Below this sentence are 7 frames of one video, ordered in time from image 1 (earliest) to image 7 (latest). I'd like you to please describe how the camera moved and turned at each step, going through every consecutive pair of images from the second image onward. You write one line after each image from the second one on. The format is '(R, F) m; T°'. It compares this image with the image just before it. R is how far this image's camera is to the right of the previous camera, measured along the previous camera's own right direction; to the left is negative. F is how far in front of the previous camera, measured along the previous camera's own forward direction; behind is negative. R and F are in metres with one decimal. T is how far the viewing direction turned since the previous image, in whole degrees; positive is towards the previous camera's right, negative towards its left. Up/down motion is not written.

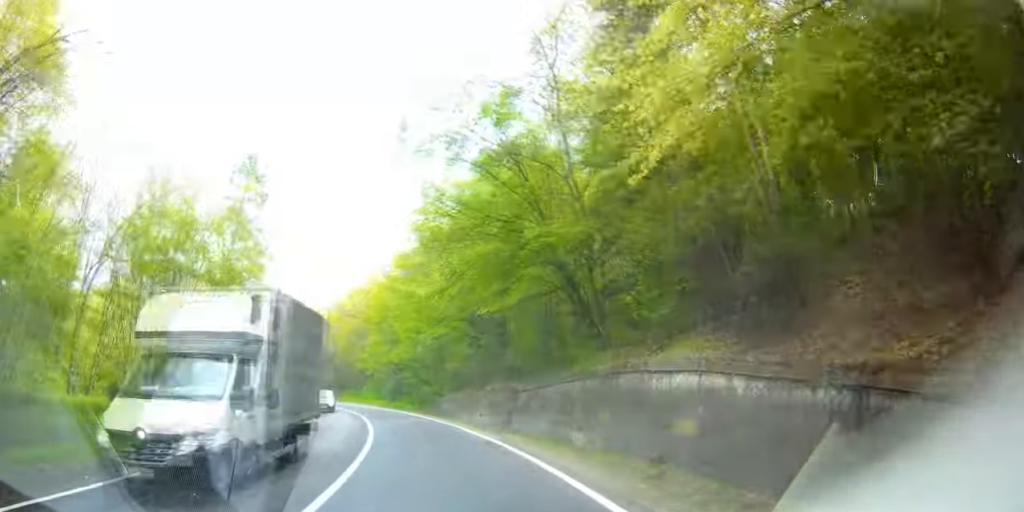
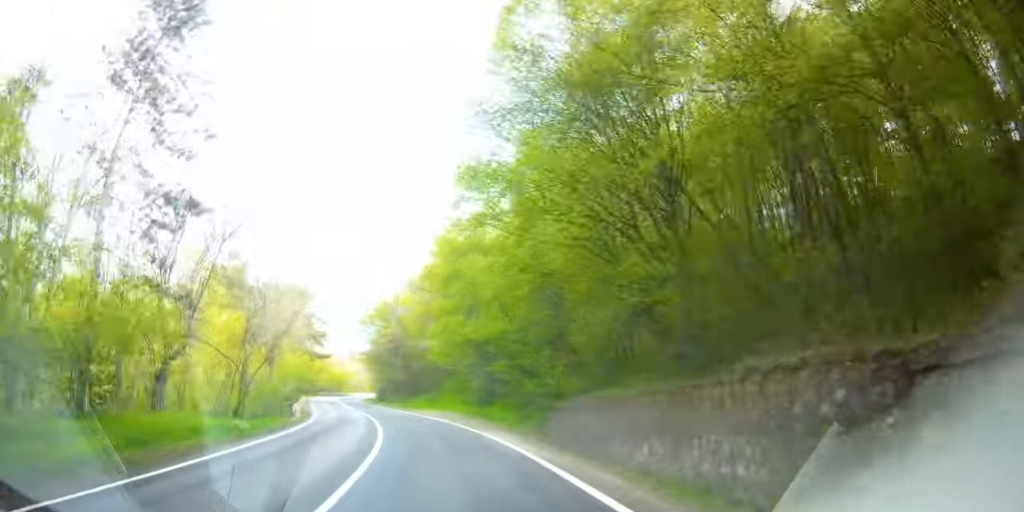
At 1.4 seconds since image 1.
(-1.9, +25.2) m; -10°
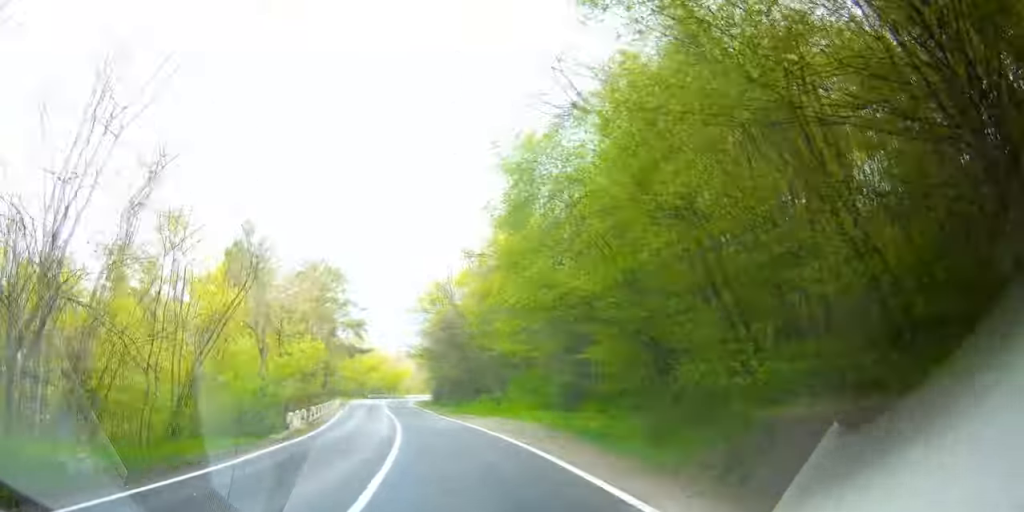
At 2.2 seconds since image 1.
(-0.5, +15.4) m; -9°
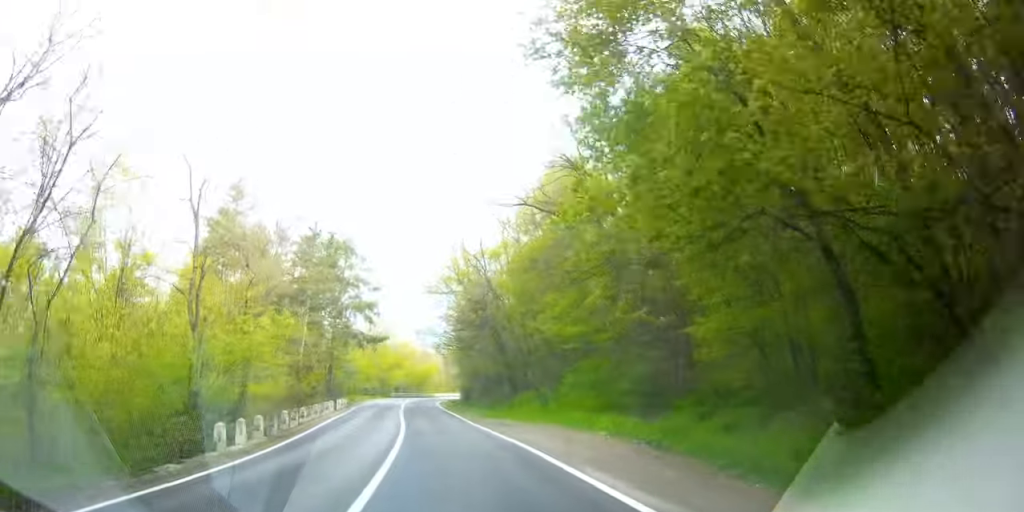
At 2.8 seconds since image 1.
(-1.5, +13.7) m; -5°
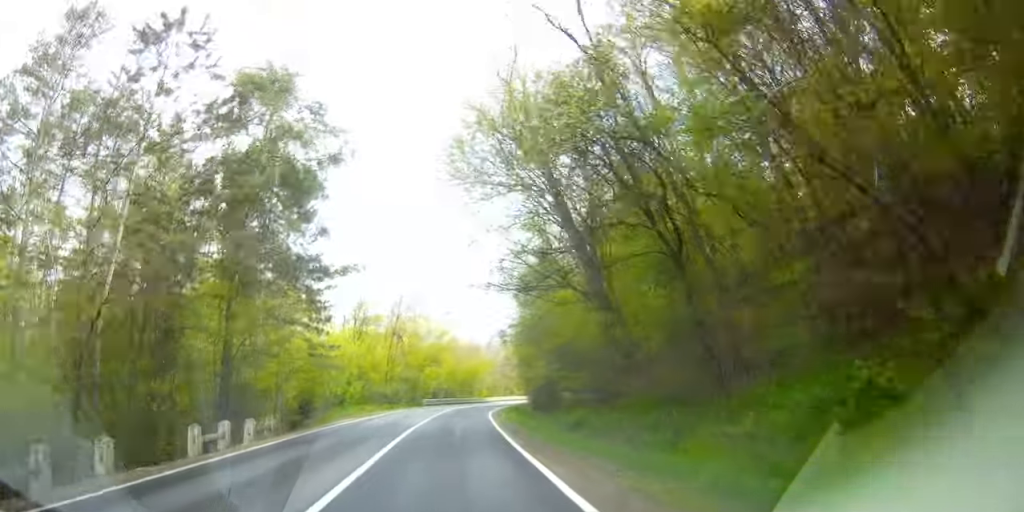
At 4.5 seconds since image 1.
(-2.7, +40.2) m; -4°
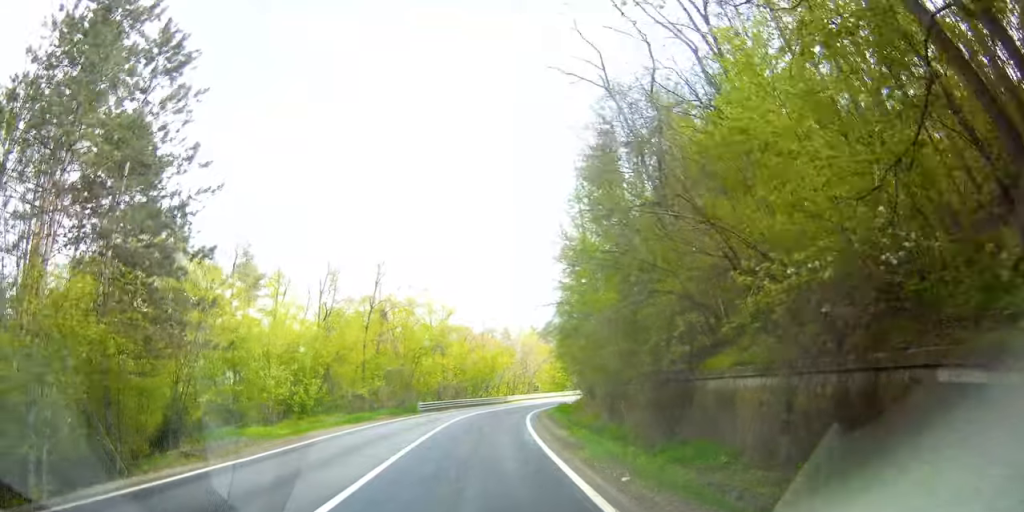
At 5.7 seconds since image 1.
(-0.2, +19.5) m; -1°
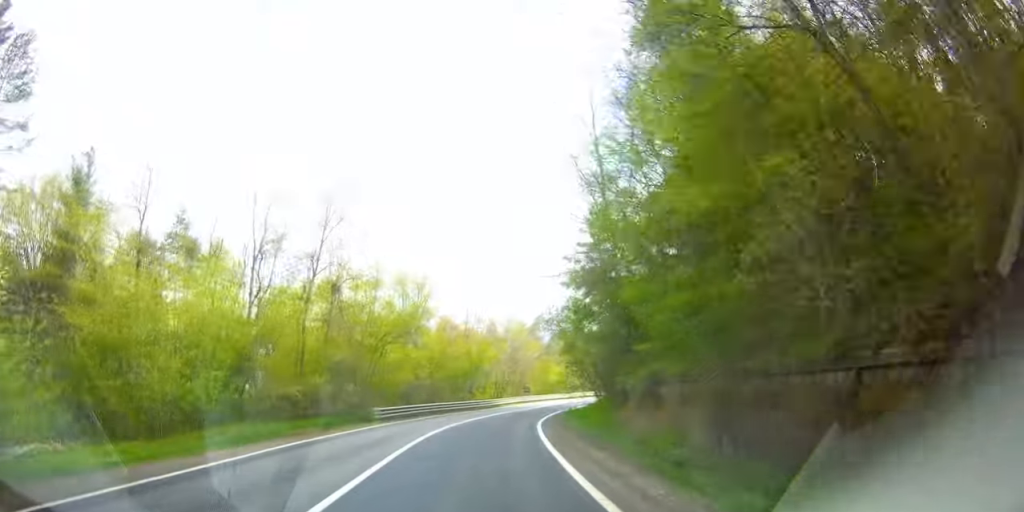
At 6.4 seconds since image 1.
(-0.1, +2.4) m; -1°
